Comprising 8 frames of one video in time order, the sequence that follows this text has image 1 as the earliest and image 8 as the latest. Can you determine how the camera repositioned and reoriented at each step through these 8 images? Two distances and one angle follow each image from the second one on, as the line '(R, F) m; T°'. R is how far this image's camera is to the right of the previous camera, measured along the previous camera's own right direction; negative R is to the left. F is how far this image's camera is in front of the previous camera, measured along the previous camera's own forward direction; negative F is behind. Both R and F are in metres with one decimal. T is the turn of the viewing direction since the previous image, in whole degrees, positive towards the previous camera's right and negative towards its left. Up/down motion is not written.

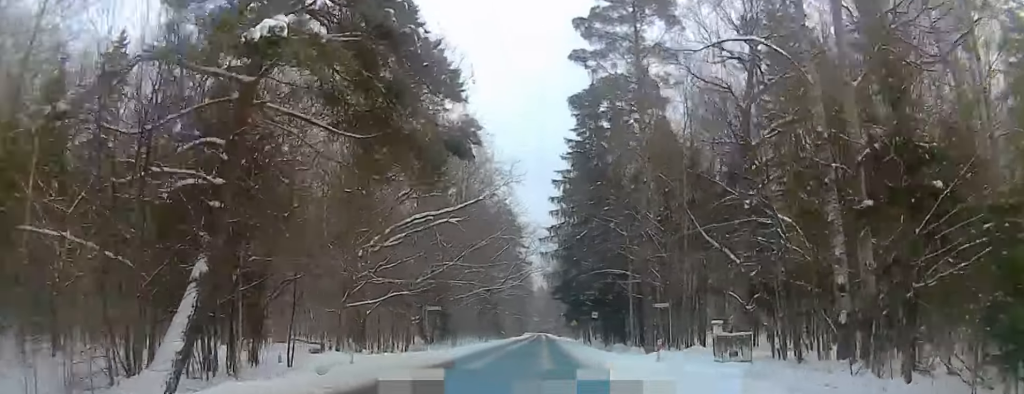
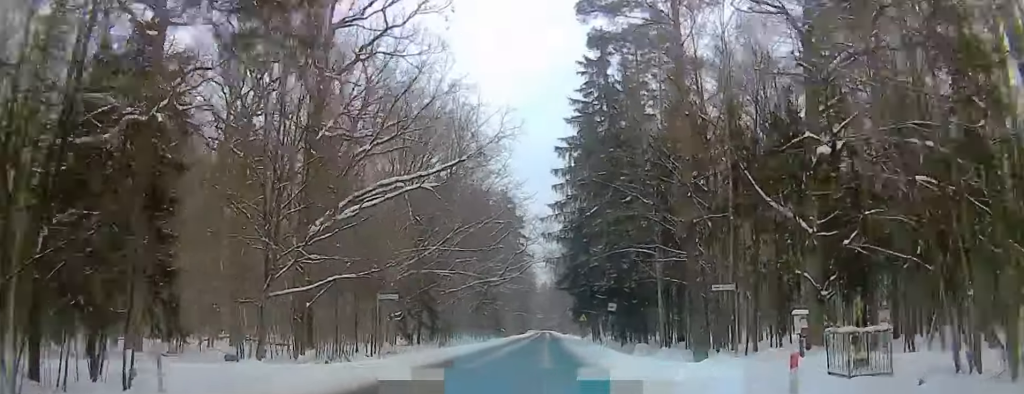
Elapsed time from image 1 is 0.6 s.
(+0.4, +10.9) m; -1°
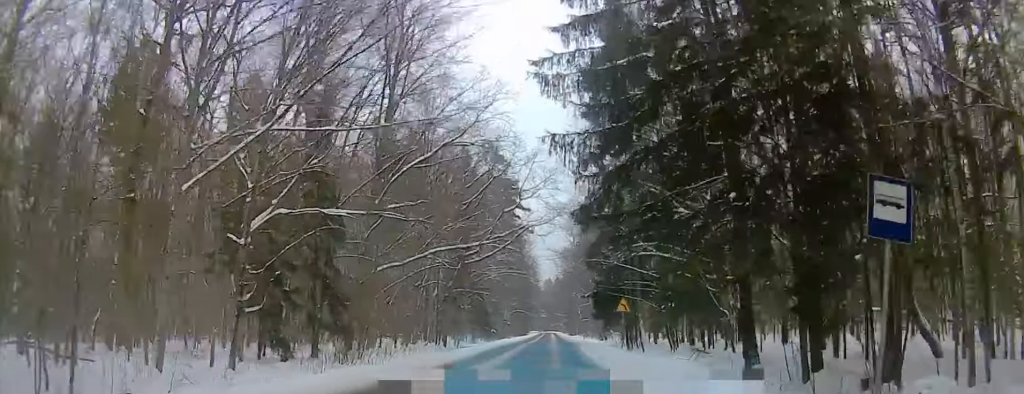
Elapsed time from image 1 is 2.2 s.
(-2.3, +31.3) m; -4°
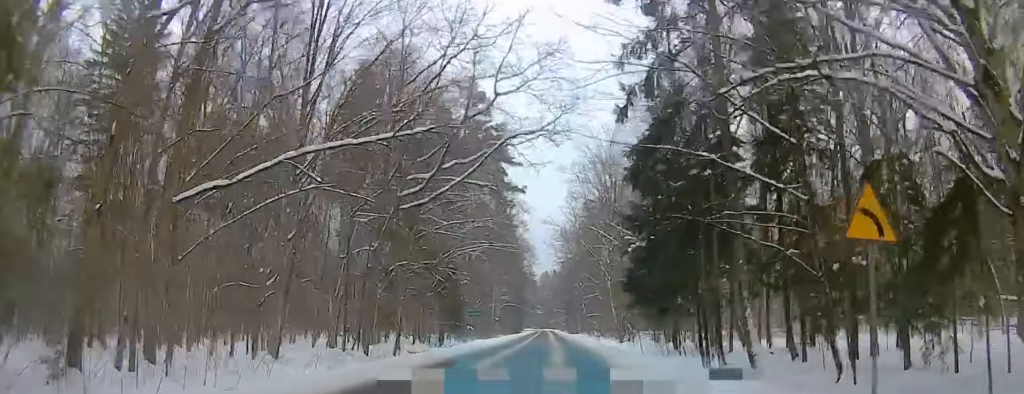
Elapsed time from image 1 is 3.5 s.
(+0.1, +26.2) m; 0°
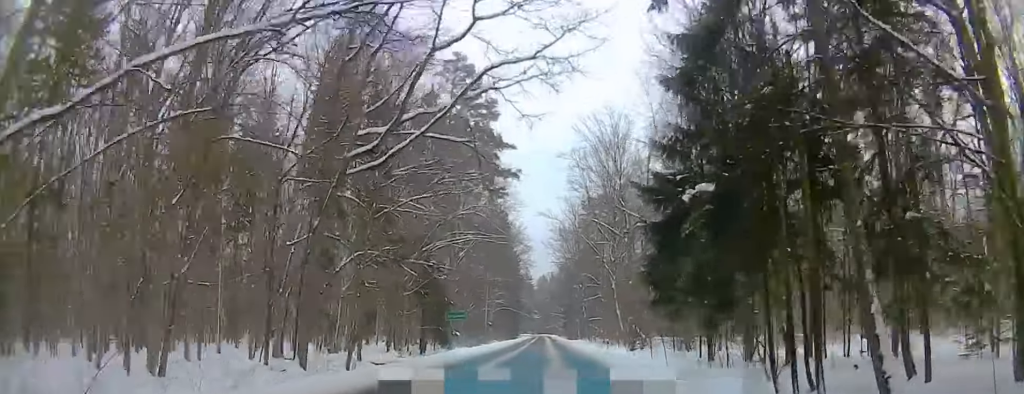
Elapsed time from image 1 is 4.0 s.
(0.0, +9.1) m; 0°
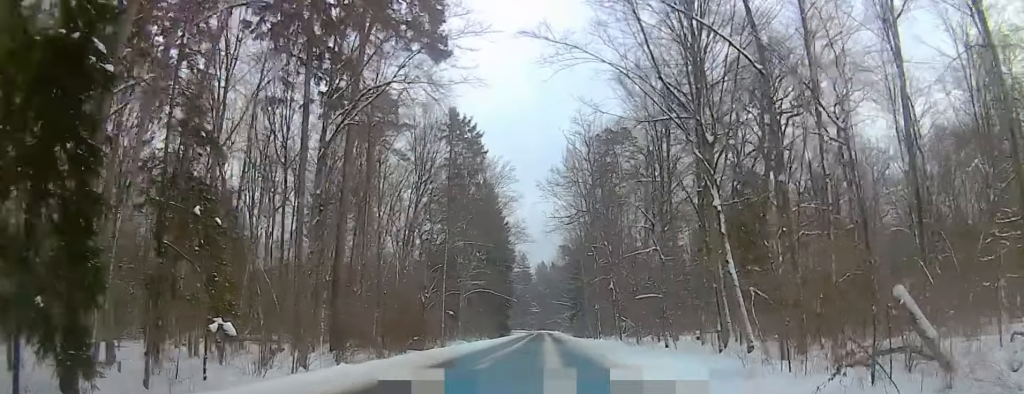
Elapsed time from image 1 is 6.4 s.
(-0.1, +47.5) m; 0°
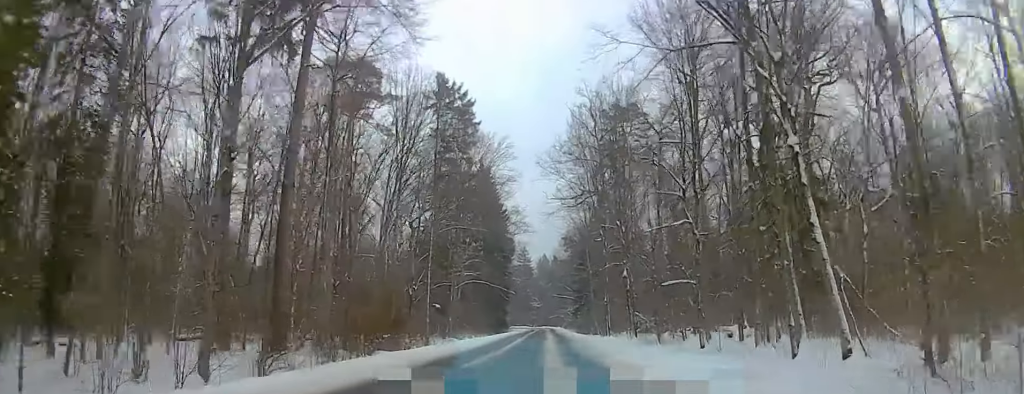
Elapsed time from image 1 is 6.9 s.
(0.0, +9.6) m; 0°
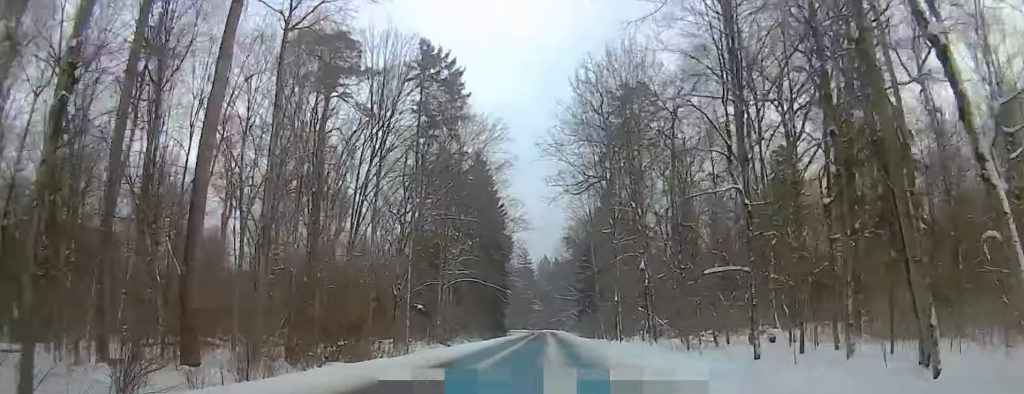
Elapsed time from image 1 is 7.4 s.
(0.0, +8.9) m; 0°
